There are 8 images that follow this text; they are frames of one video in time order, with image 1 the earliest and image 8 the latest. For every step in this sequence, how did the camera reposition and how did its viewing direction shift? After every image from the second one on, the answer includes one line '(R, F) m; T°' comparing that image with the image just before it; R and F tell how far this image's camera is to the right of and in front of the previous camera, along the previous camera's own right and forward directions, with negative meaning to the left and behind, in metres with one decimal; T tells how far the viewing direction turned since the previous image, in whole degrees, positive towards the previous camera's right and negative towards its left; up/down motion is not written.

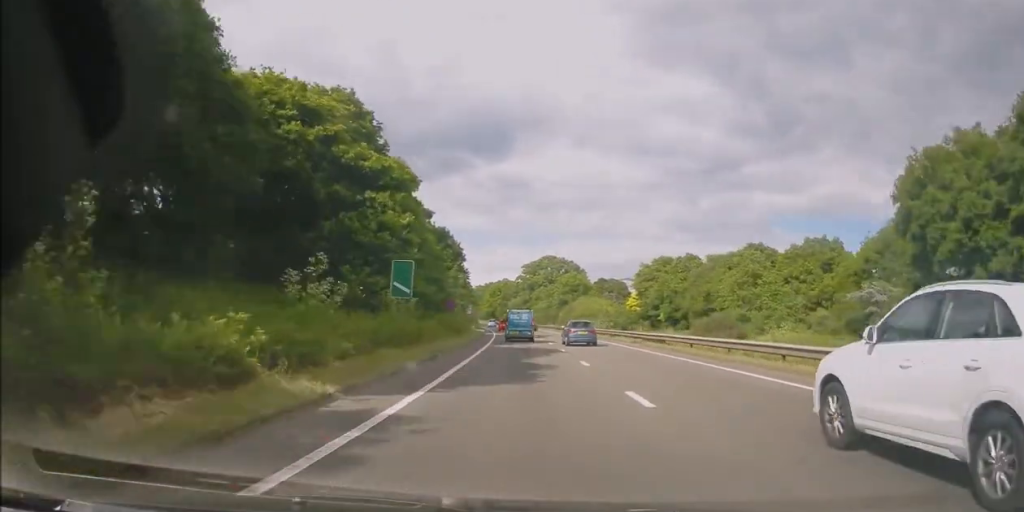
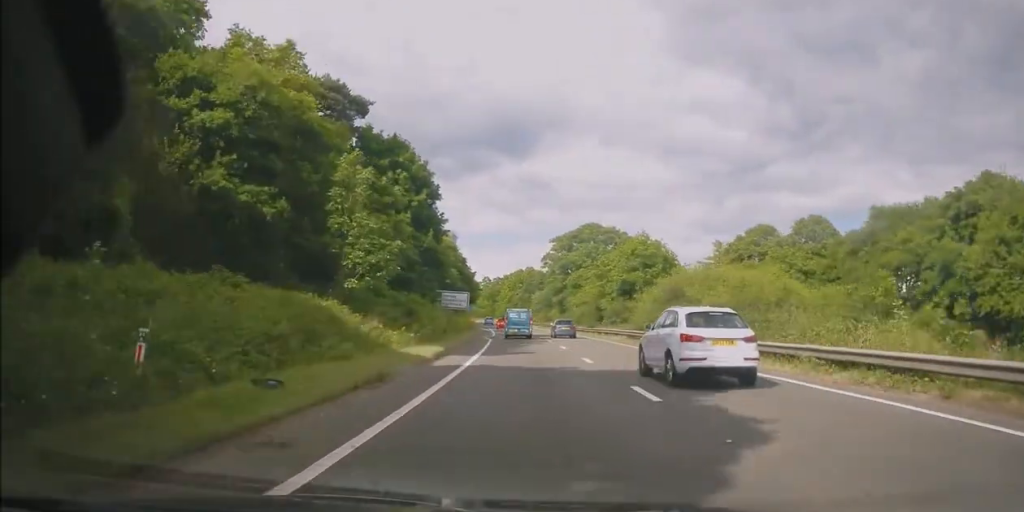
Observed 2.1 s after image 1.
(-0.7, +43.3) m; -2°
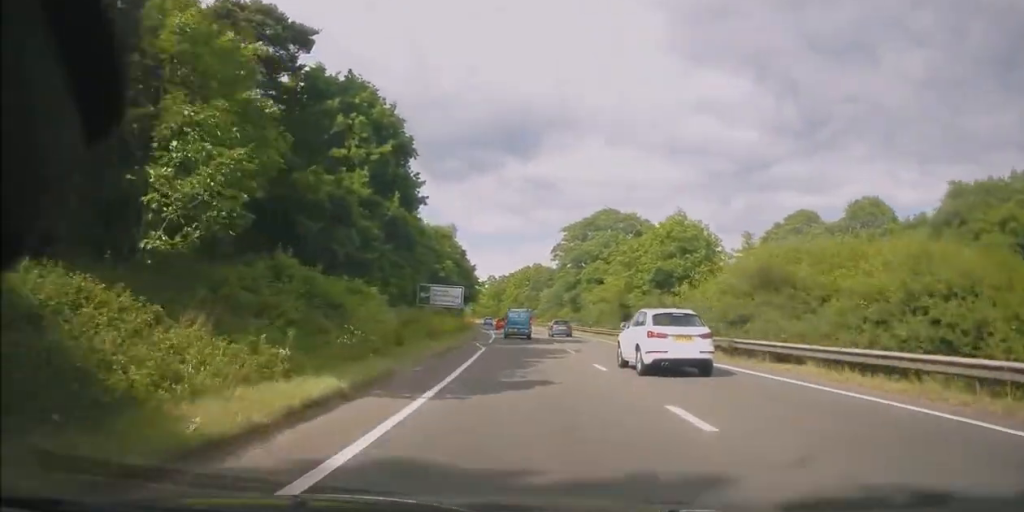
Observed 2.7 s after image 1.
(-0.2, +11.5) m; -1°
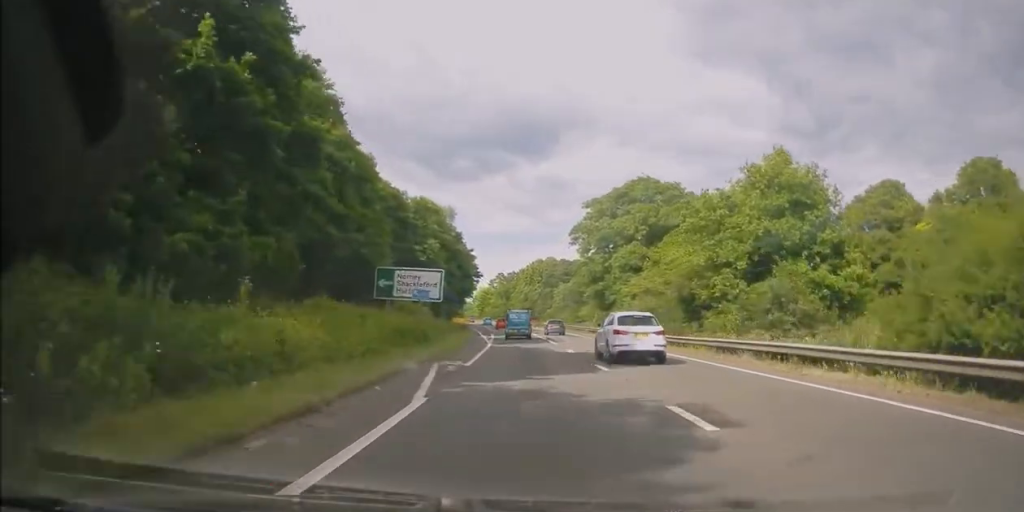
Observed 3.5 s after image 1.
(0.0, +17.3) m; -1°
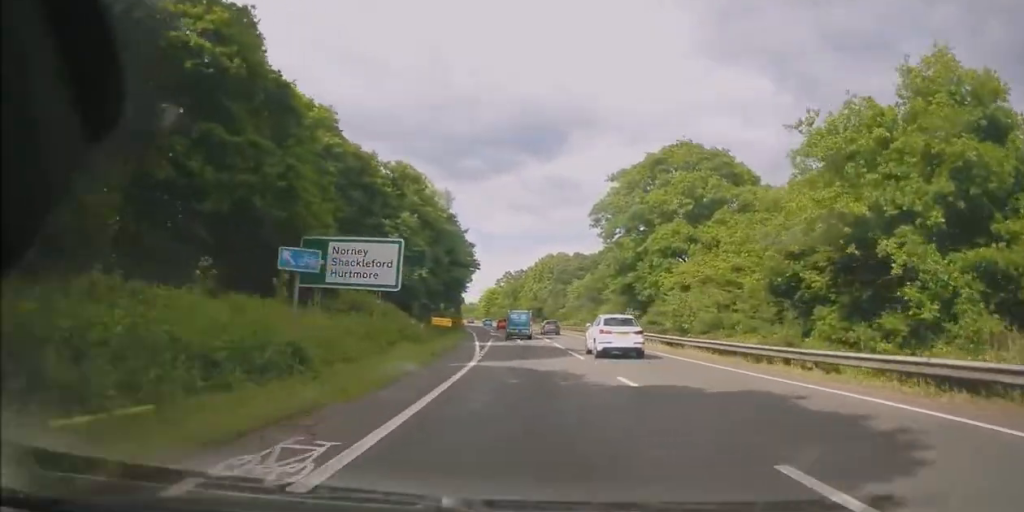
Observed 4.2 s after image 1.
(-0.2, +12.6) m; -1°
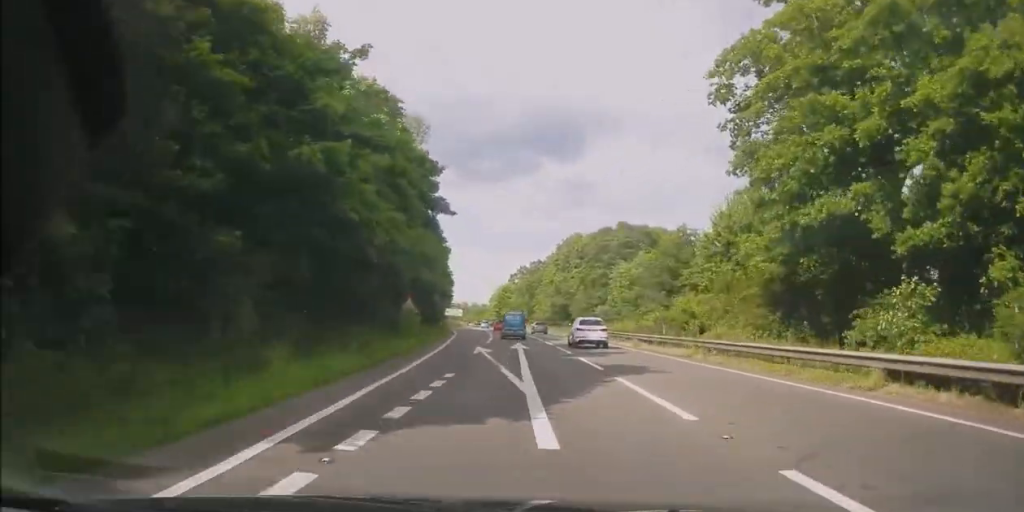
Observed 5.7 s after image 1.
(-0.6, +30.8) m; -2°
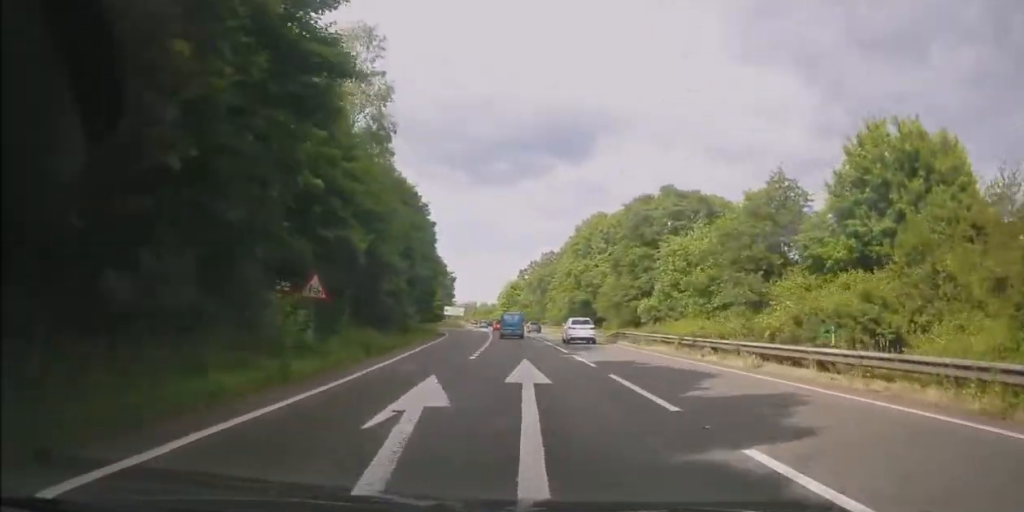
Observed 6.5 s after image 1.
(-0.2, +16.9) m; -1°
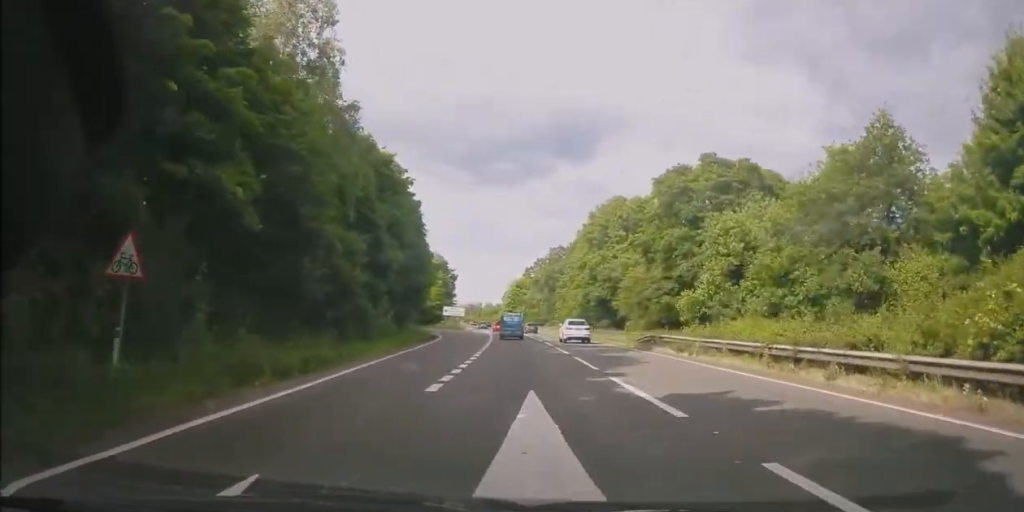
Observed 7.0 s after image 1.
(0.0, +9.5) m; 0°
